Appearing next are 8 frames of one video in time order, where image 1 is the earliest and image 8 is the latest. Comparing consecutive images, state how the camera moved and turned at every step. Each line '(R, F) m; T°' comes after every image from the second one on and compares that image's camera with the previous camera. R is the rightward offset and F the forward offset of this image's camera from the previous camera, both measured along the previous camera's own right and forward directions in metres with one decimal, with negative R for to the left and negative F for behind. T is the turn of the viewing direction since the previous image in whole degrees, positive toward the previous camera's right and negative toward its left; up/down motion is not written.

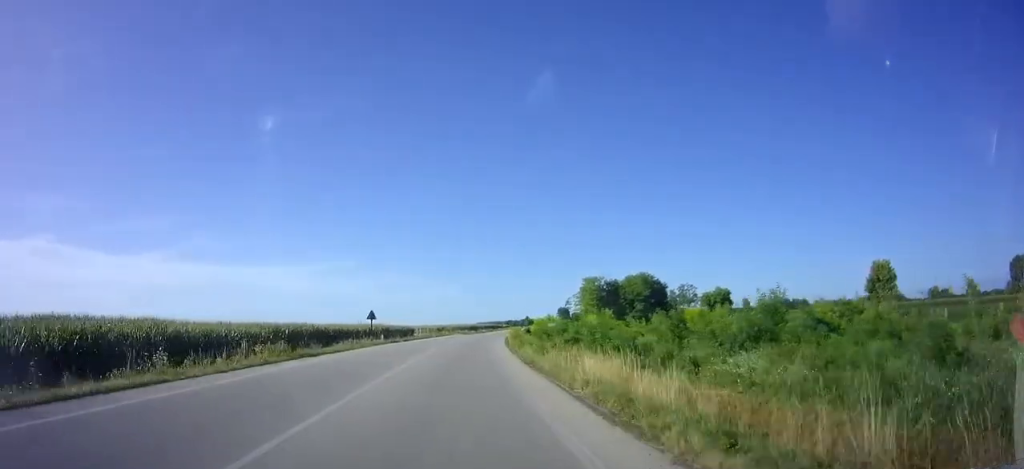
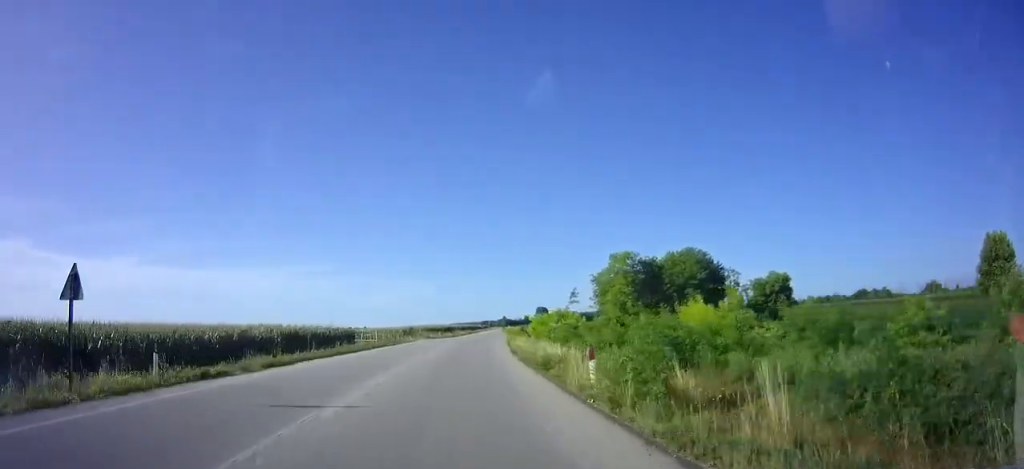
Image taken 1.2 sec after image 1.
(+0.8, +29.9) m; +3°
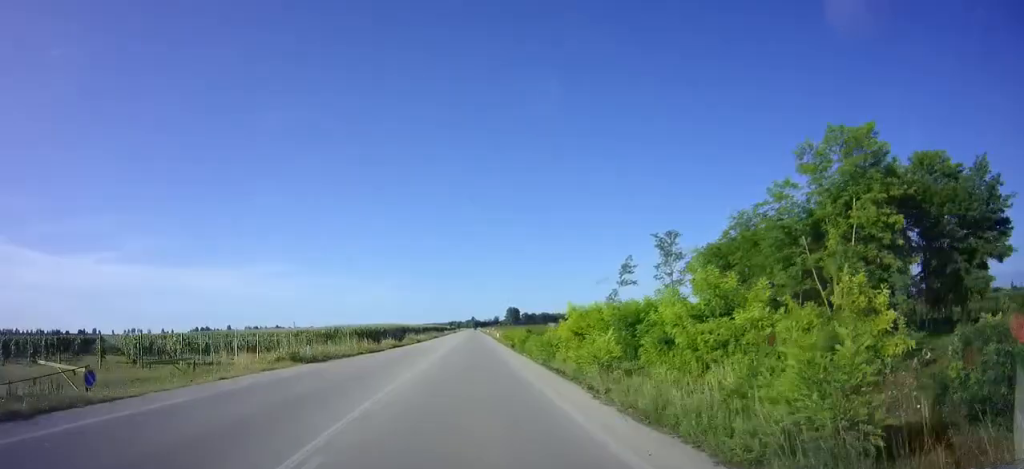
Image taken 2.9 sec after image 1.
(+1.4, +44.3) m; +4°
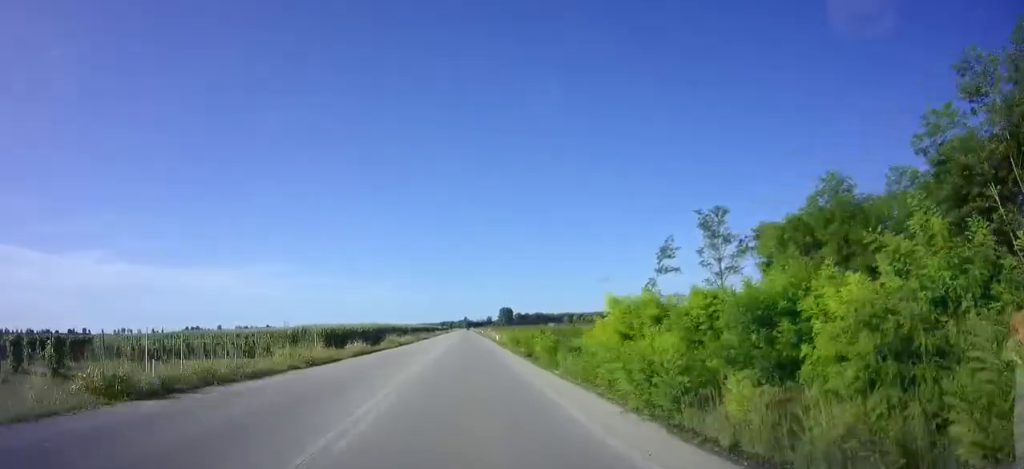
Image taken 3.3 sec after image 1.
(+0.2, +11.4) m; +1°
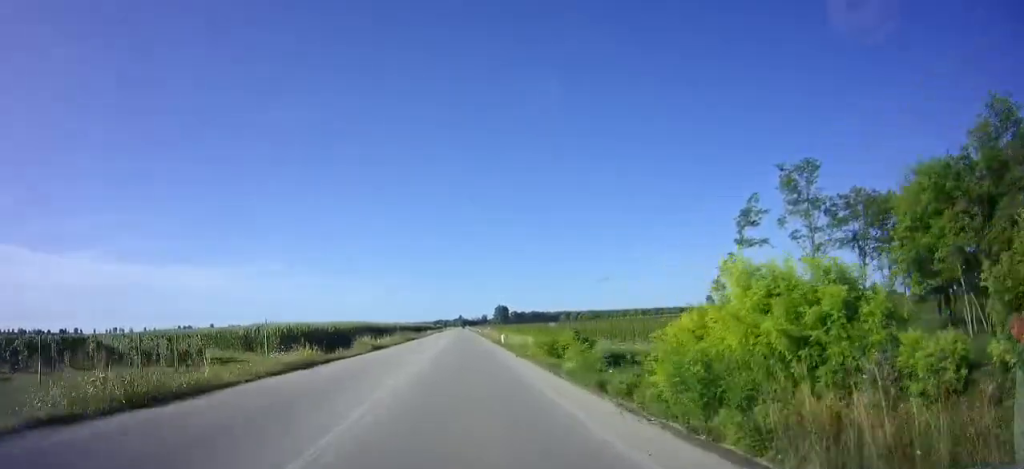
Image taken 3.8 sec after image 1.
(+0.1, +12.4) m; +1°
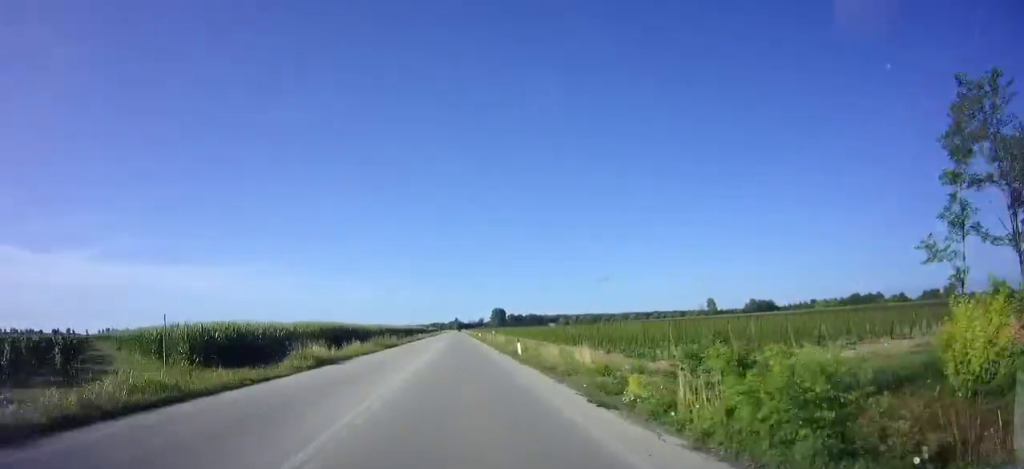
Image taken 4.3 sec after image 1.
(+0.1, +14.2) m; 0°
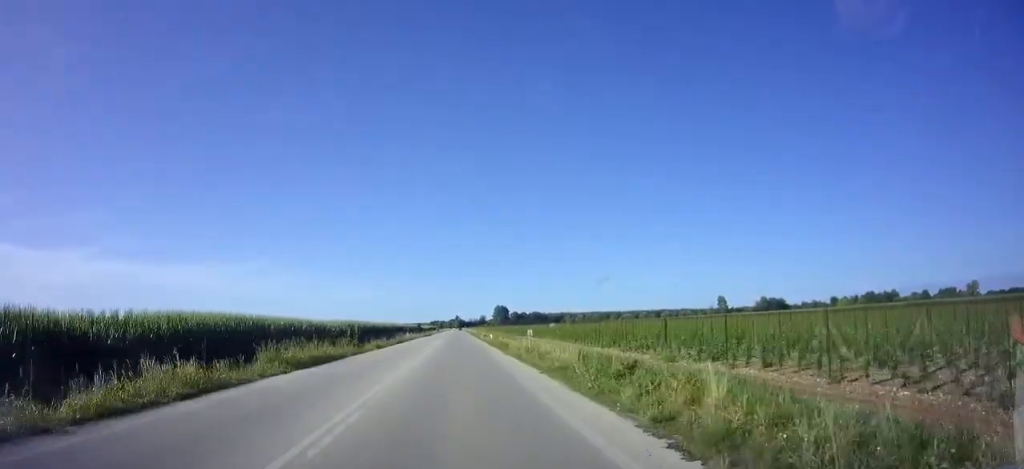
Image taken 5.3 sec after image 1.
(+0.1, +27.0) m; 0°
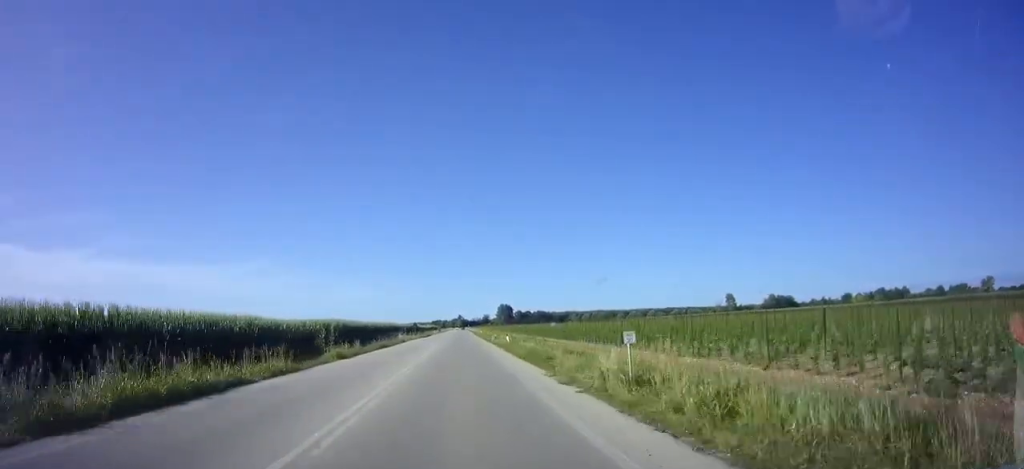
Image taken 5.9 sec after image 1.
(0.0, +15.5) m; 0°
